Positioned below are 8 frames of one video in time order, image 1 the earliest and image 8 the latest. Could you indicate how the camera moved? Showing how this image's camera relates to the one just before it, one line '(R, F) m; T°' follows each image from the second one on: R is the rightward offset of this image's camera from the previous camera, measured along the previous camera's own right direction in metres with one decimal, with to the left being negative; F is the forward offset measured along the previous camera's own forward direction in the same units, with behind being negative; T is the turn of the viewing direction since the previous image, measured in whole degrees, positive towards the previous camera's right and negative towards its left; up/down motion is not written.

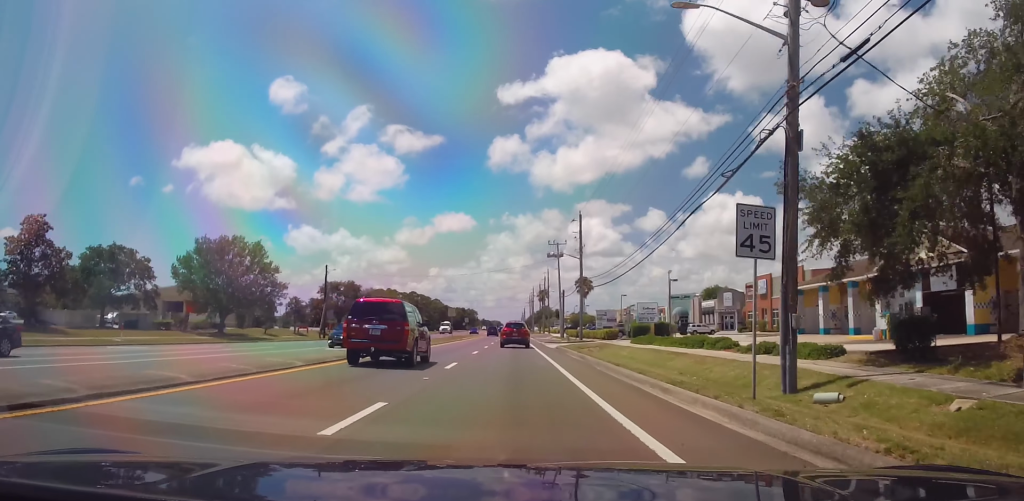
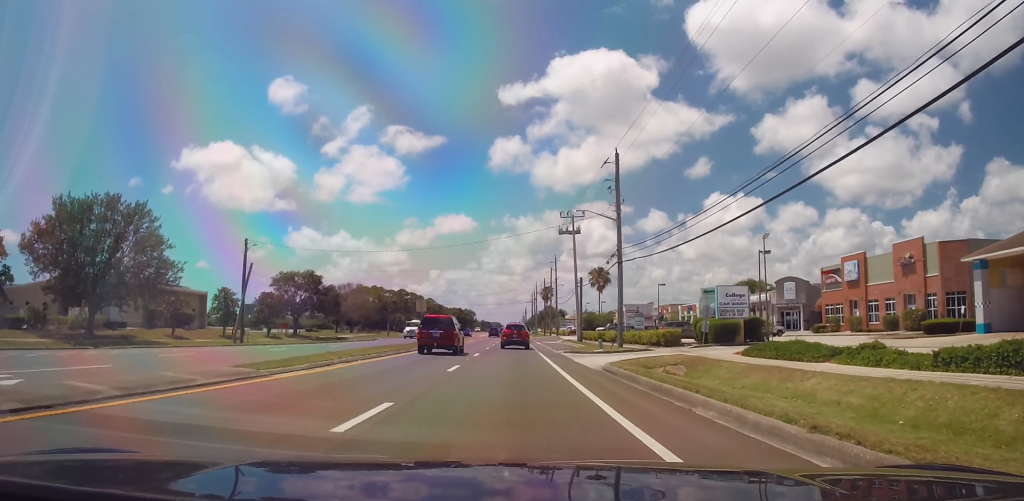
(0.0, +24.1) m; 0°
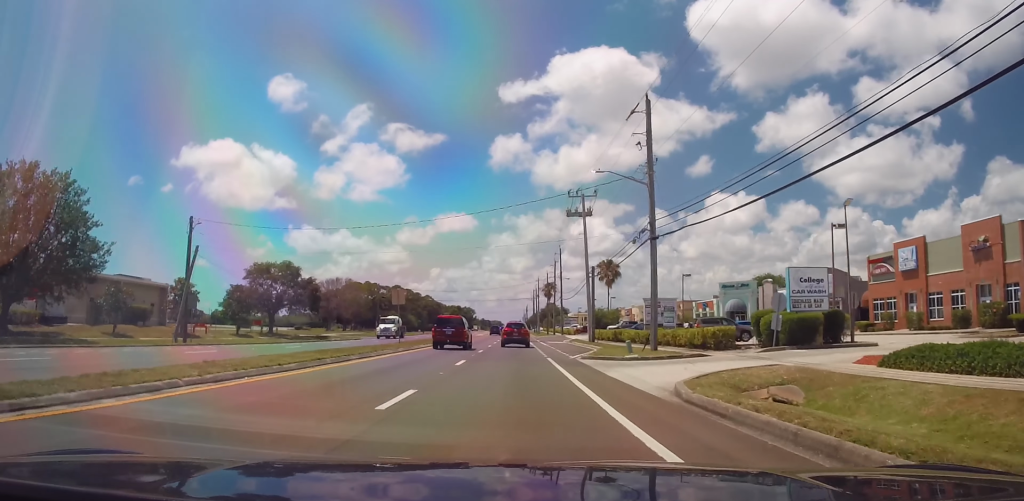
(0.0, +9.8) m; 0°
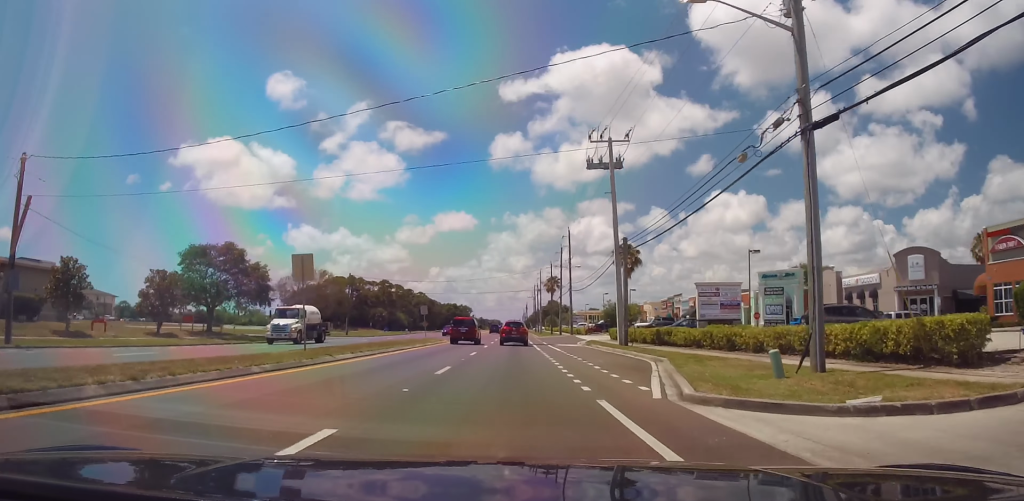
(0.0, +17.4) m; 0°
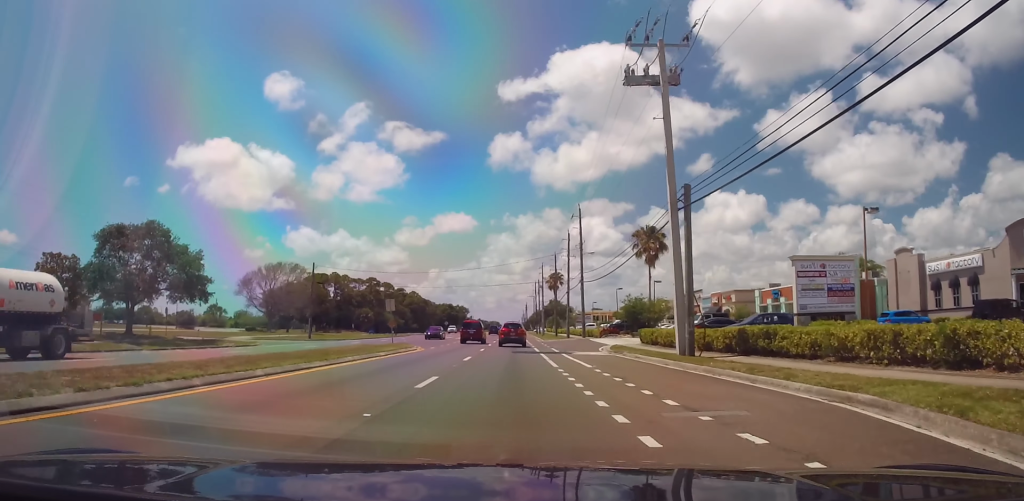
(0.0, +15.1) m; 0°
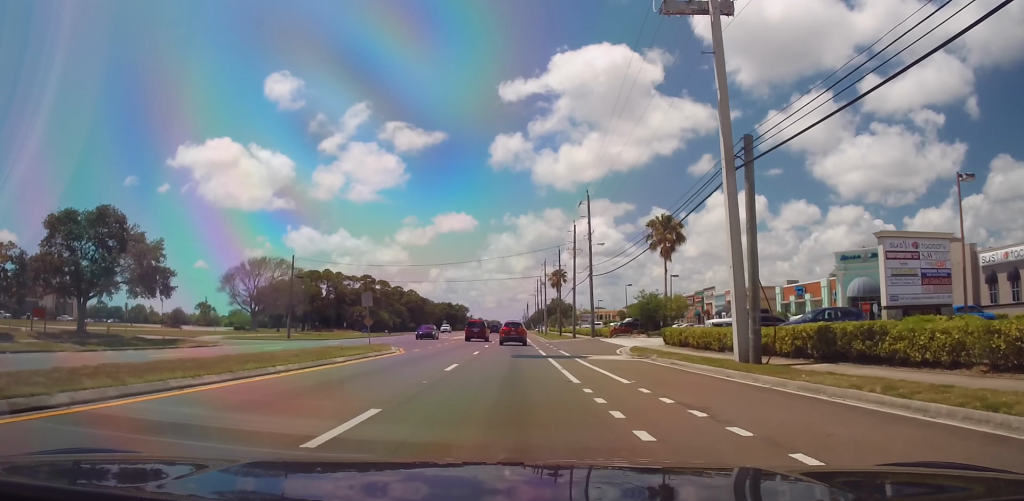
(0.0, +7.0) m; 0°
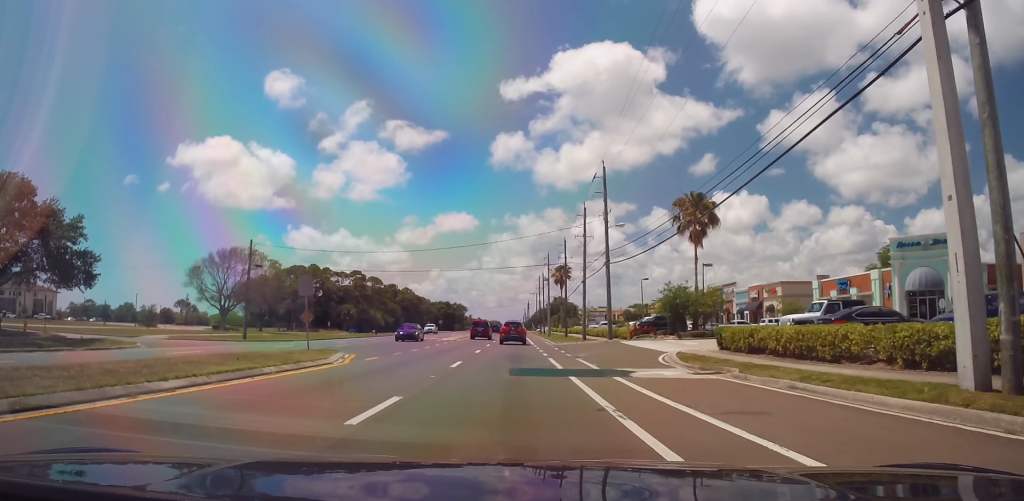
(0.0, +10.7) m; 0°
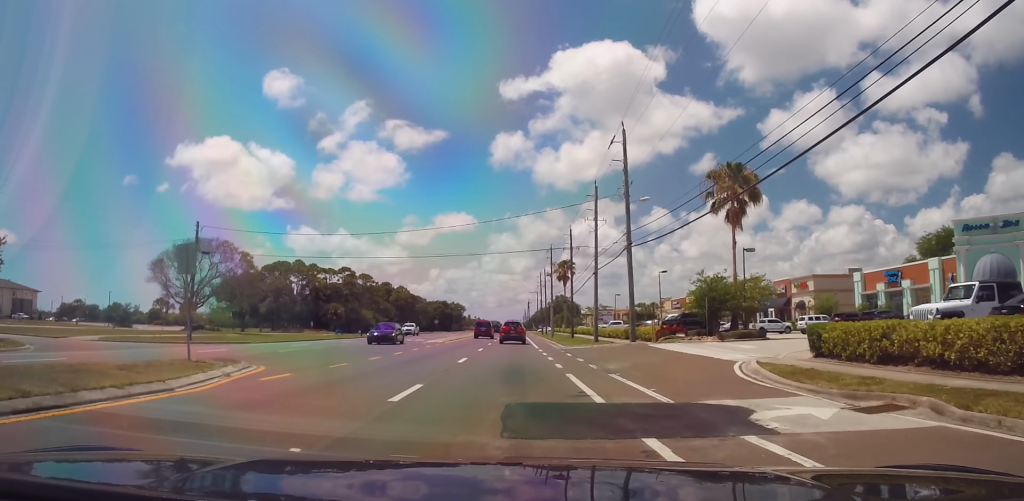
(0.0, +9.5) m; 0°
